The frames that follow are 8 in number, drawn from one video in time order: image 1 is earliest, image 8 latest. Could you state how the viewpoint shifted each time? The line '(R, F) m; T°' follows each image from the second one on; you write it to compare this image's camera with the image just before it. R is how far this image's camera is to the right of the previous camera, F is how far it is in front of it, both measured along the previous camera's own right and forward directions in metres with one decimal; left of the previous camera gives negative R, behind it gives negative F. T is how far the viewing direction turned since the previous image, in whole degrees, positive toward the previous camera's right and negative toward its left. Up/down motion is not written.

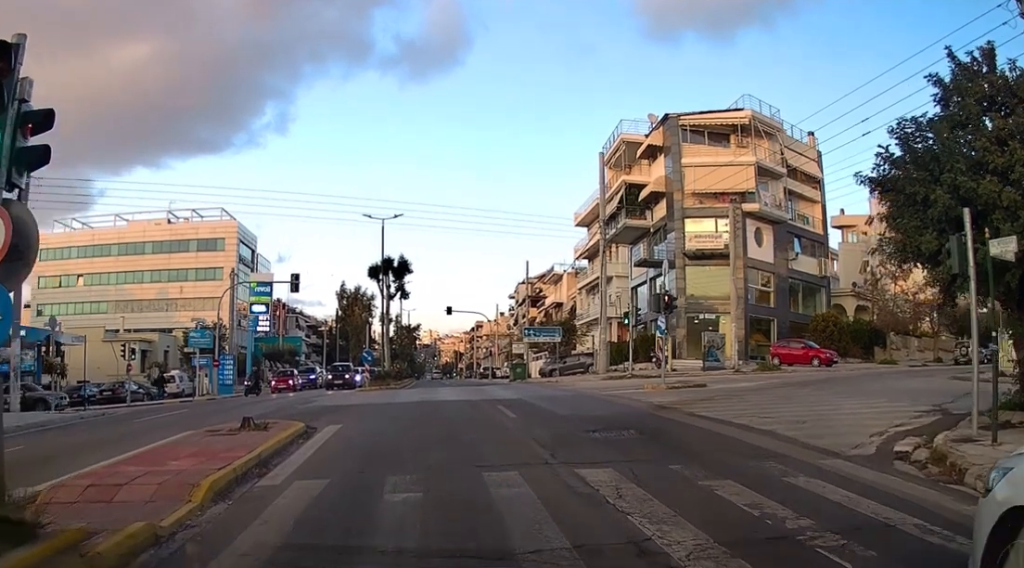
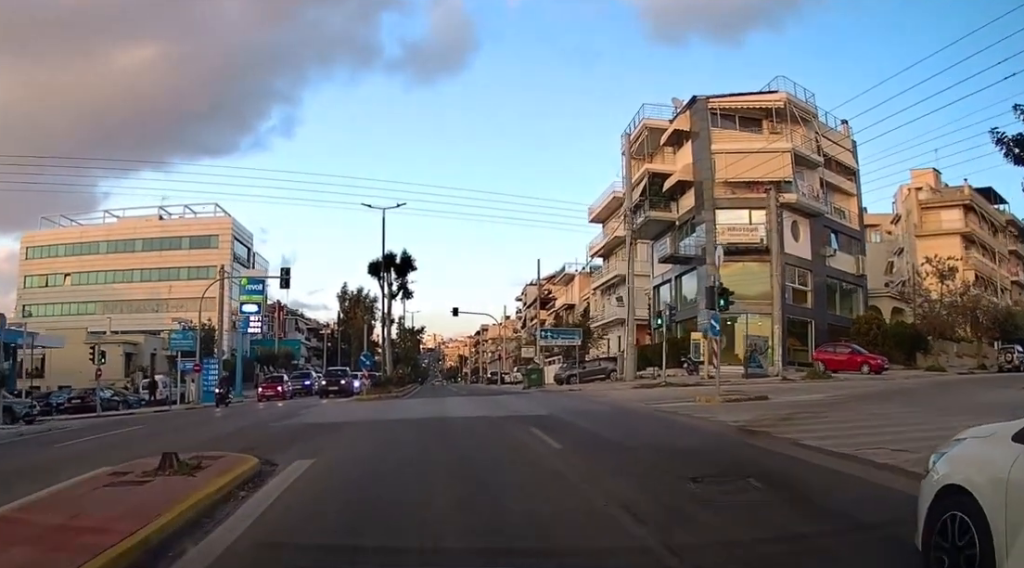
(+0.2, +0.6) m; 0°
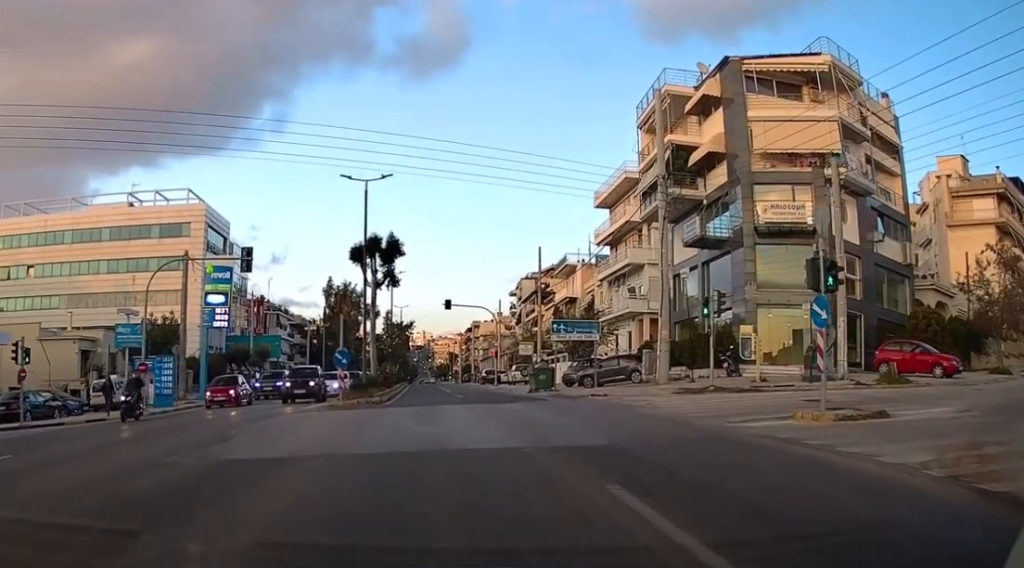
(+0.1, +1.6) m; +5°
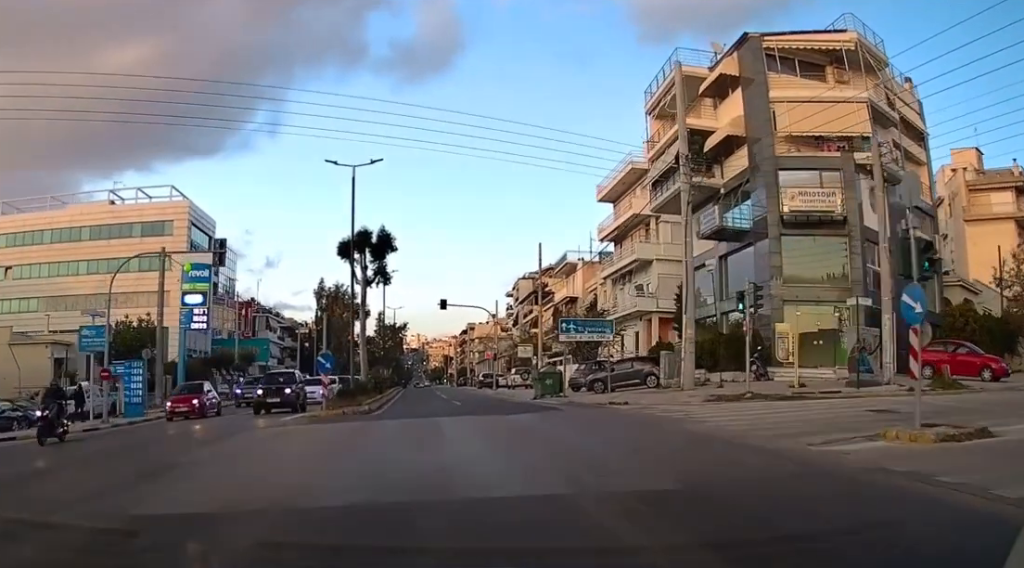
(0.0, +1.8) m; +2°
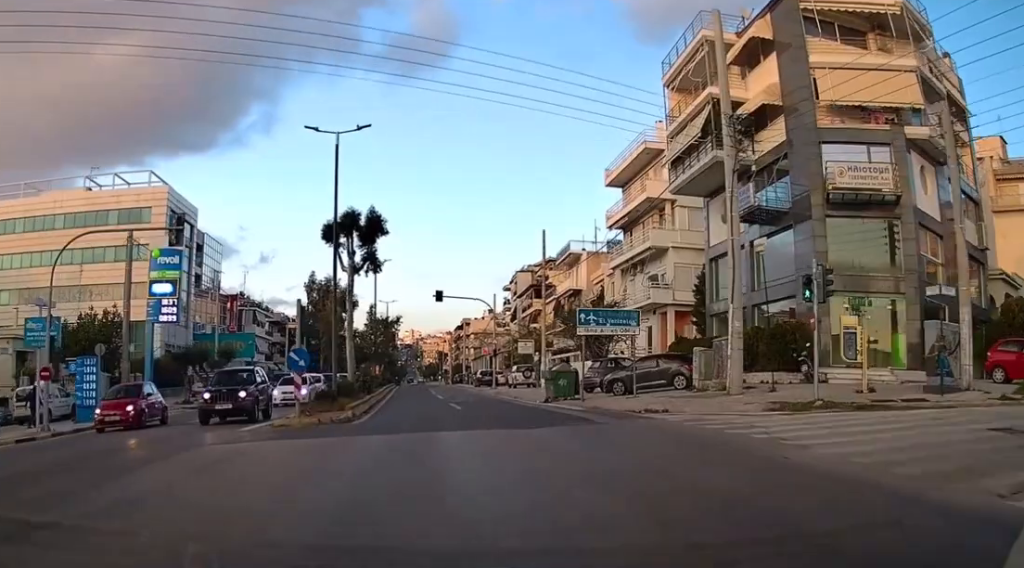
(0.0, +2.3) m; +2°
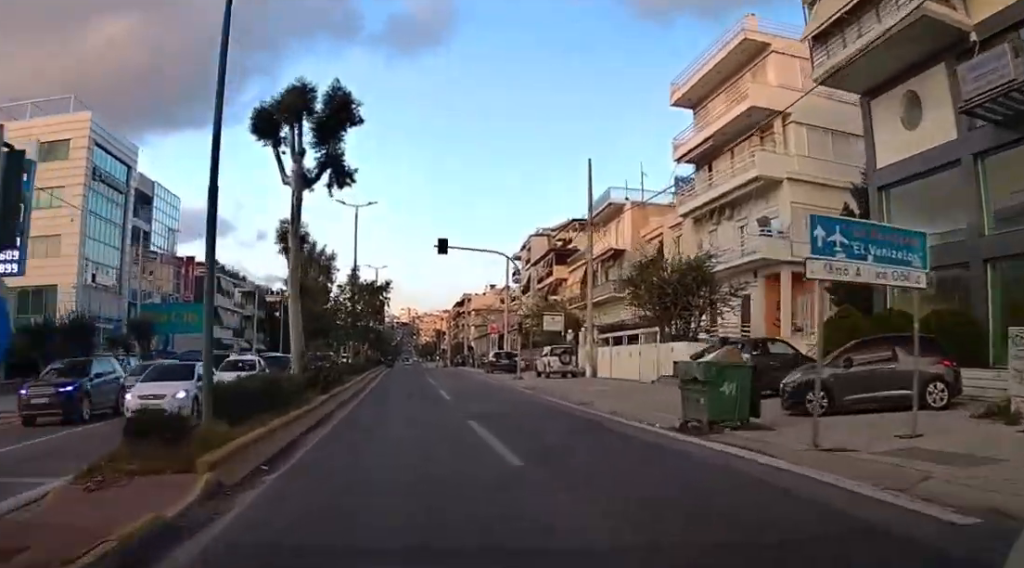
(+0.5, +11.0) m; +6°
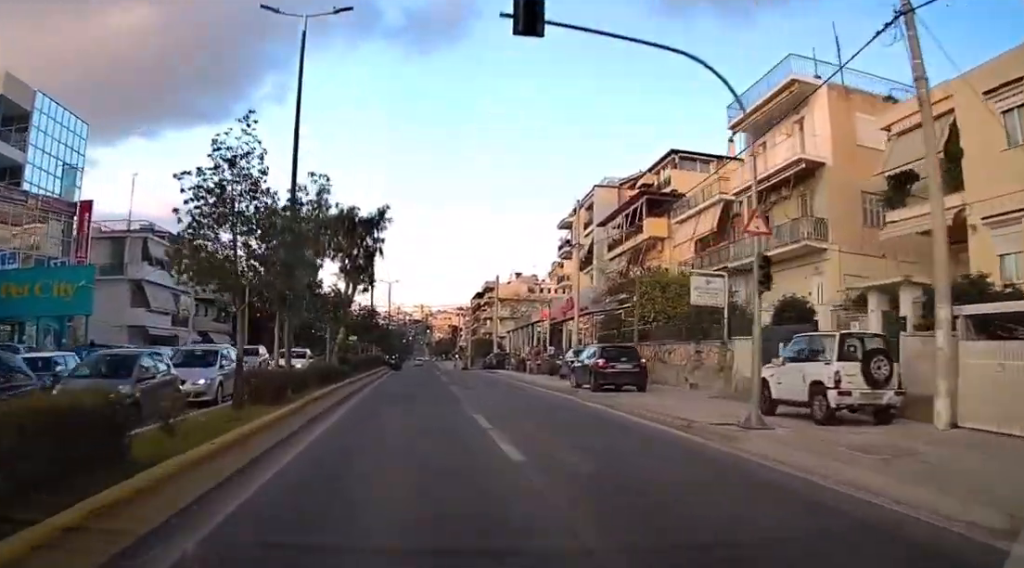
(+0.2, +25.0) m; -1°
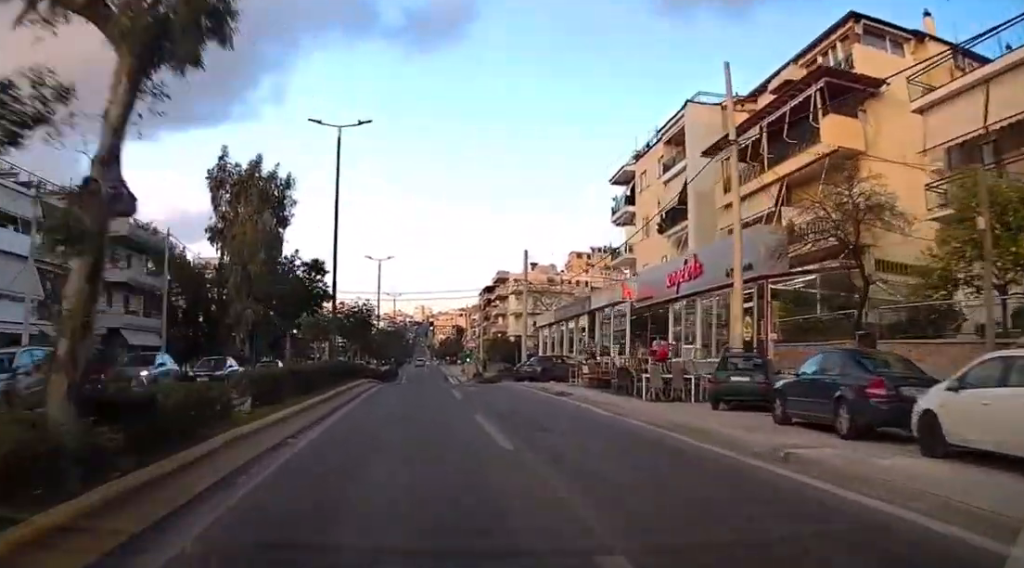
(-0.2, +21.6) m; -2°
